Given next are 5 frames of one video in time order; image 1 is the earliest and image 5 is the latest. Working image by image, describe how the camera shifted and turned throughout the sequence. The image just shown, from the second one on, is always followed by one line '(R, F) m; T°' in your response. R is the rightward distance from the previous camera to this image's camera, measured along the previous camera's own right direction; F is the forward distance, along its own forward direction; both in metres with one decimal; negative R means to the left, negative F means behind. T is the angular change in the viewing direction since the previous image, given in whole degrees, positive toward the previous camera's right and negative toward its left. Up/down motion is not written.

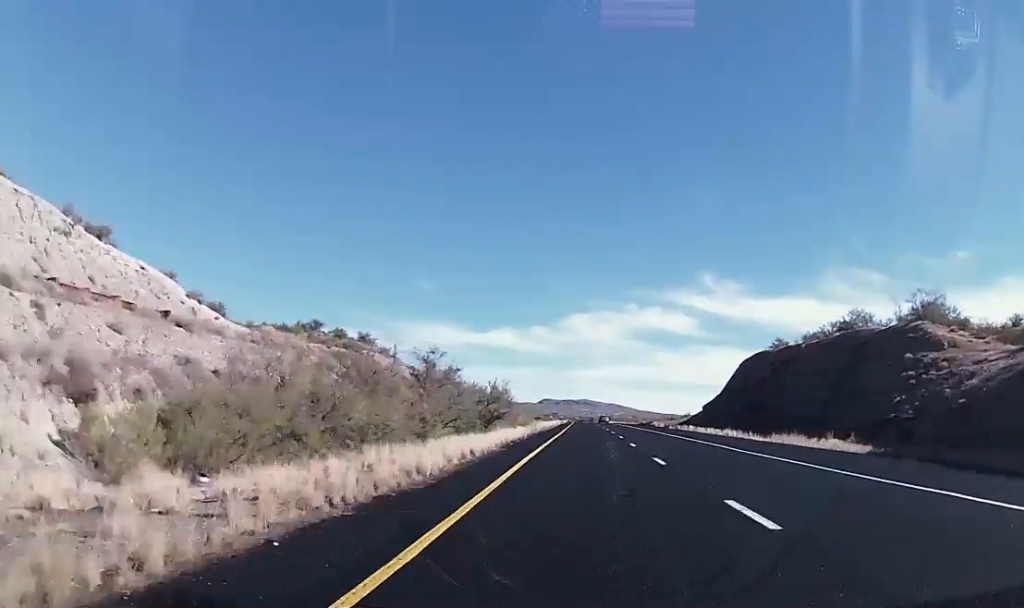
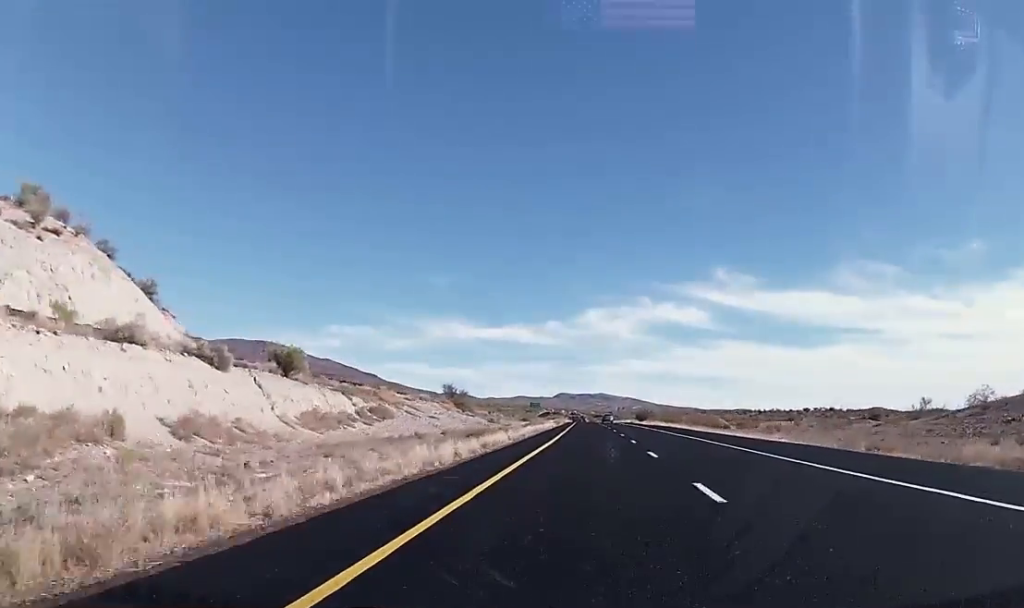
(-1.2, +143.0) m; -1°
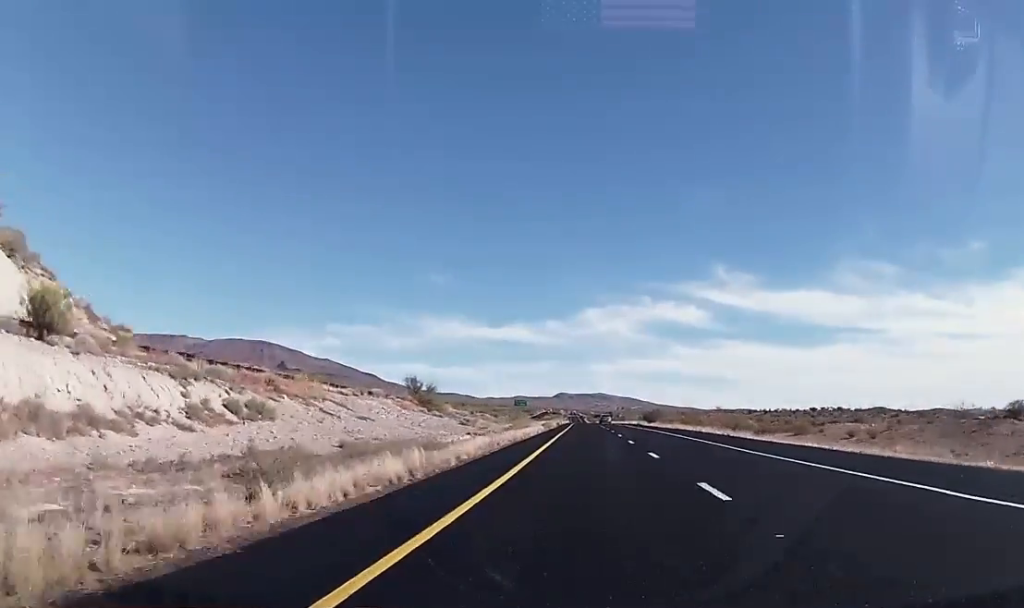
(-0.3, +23.9) m; 0°
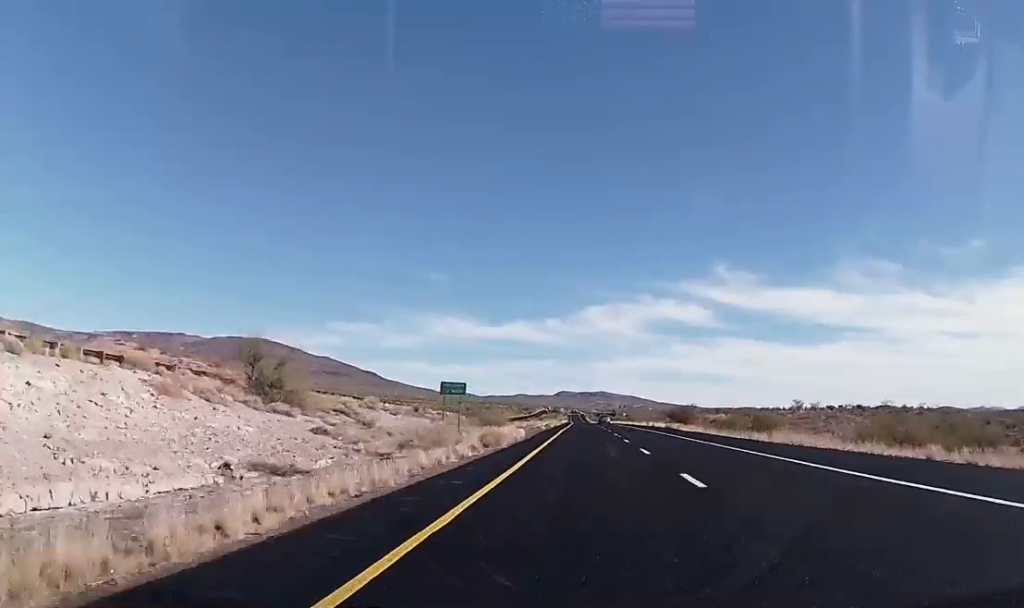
(+0.3, +46.7) m; 0°
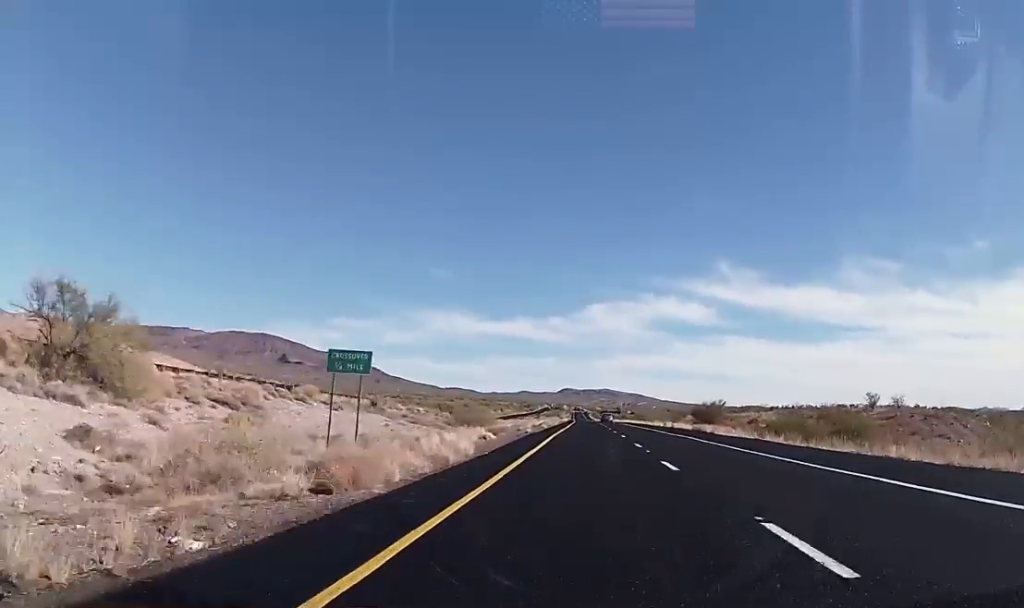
(0.0, +20.2) m; 0°
